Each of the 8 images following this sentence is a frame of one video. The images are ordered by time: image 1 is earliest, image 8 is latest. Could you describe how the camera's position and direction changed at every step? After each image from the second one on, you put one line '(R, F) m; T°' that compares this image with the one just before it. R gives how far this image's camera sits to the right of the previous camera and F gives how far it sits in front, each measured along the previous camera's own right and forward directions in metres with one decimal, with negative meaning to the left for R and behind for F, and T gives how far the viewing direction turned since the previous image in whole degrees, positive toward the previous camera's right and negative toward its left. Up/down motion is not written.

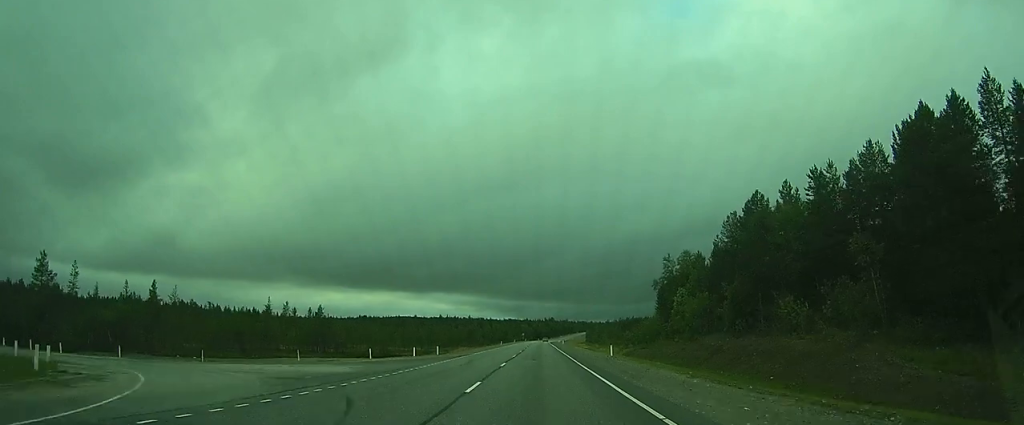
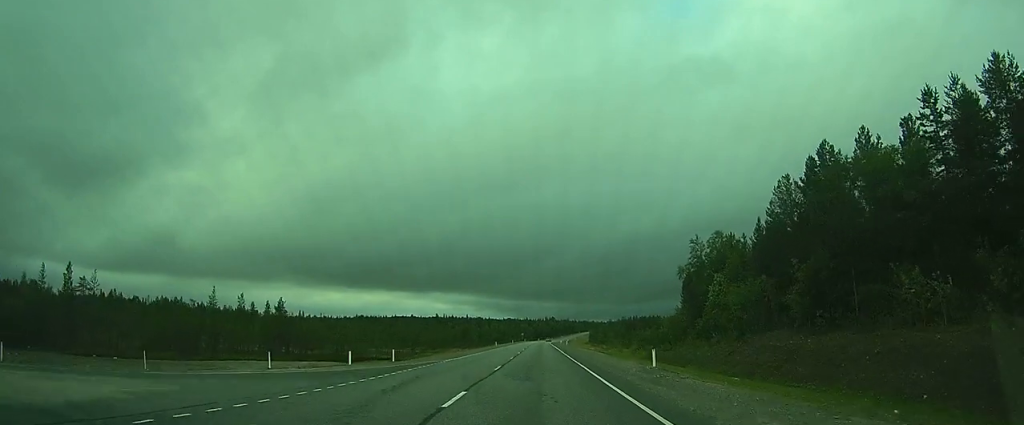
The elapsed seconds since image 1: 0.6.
(0.0, +14.4) m; 0°
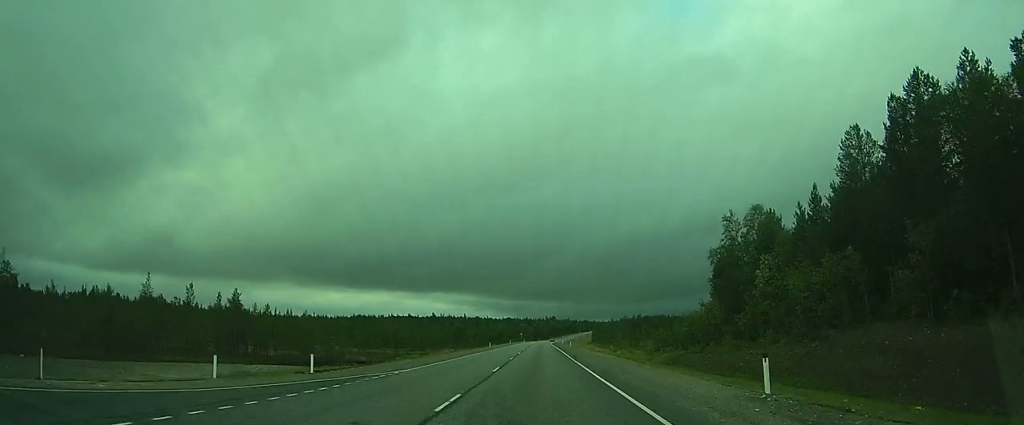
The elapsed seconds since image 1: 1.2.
(0.0, +12.0) m; 0°
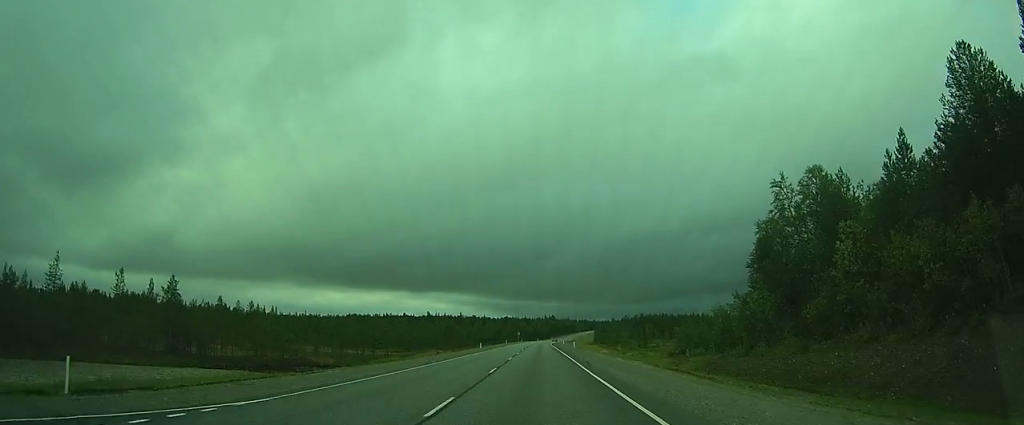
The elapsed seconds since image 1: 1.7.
(0.0, +11.8) m; 0°
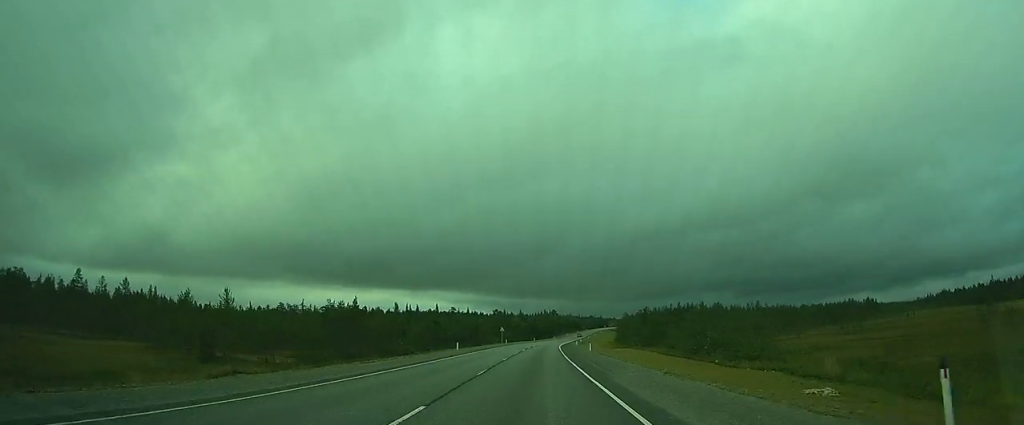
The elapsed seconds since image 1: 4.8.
(+0.1, +62.8) m; +1°
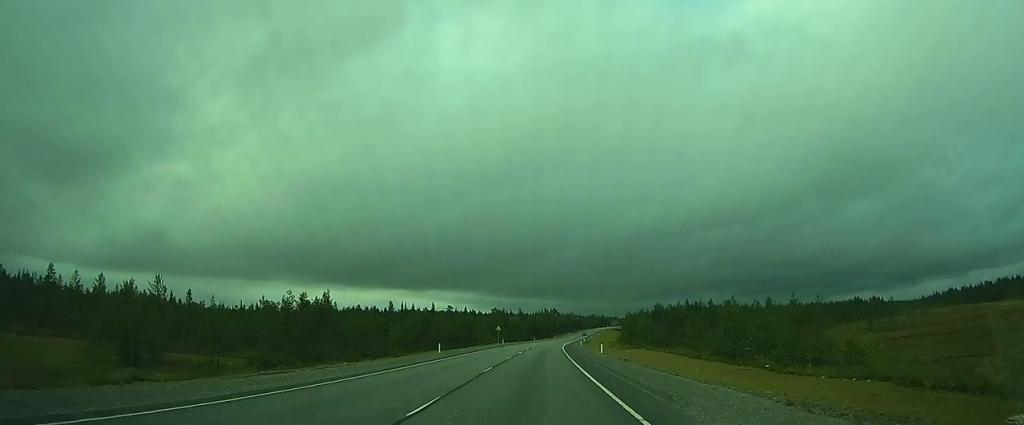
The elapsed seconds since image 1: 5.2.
(0.0, +8.6) m; 0°
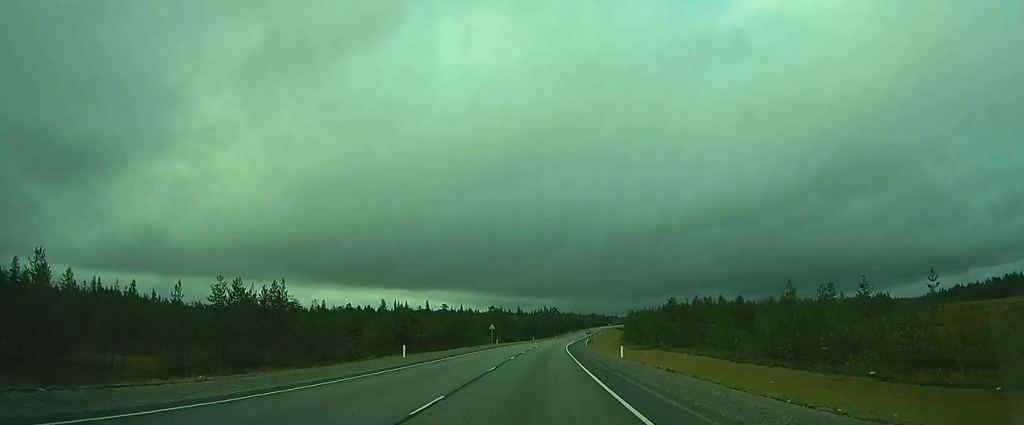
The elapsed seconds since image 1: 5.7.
(0.0, +10.4) m; 0°
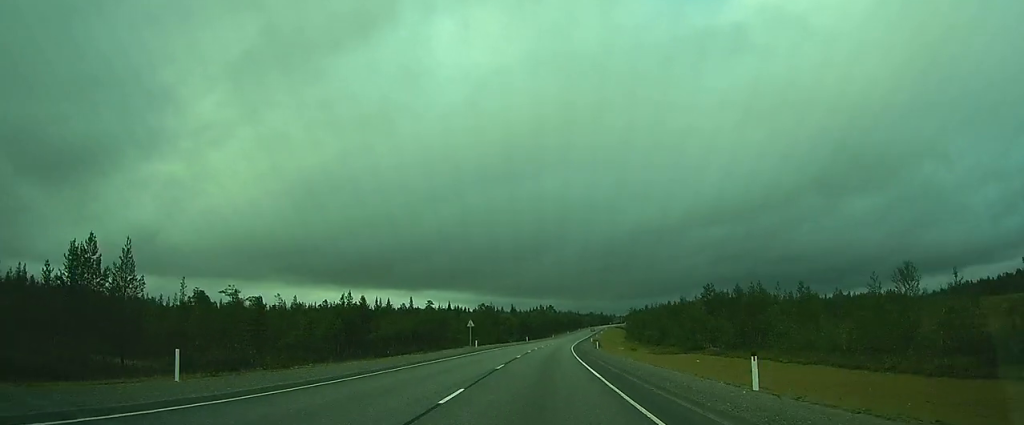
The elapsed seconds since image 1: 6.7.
(+0.1, +22.4) m; 0°
